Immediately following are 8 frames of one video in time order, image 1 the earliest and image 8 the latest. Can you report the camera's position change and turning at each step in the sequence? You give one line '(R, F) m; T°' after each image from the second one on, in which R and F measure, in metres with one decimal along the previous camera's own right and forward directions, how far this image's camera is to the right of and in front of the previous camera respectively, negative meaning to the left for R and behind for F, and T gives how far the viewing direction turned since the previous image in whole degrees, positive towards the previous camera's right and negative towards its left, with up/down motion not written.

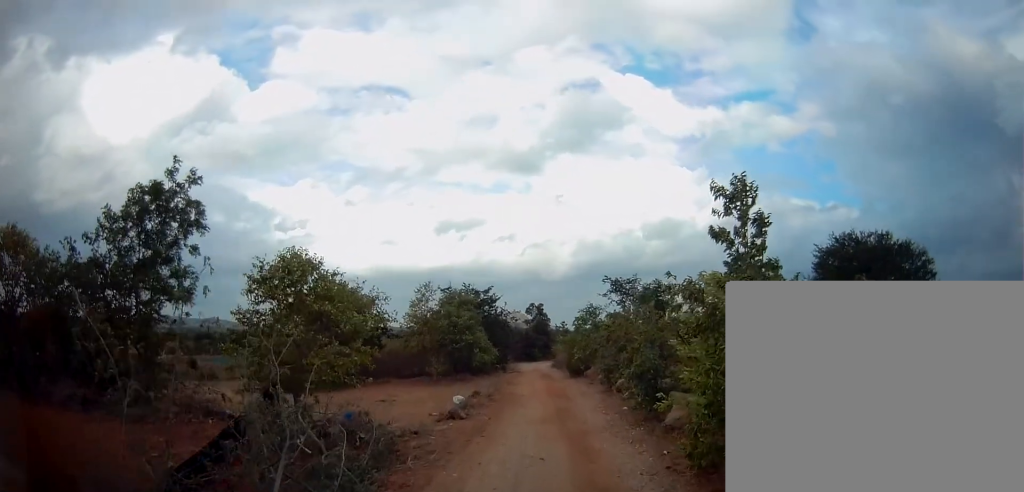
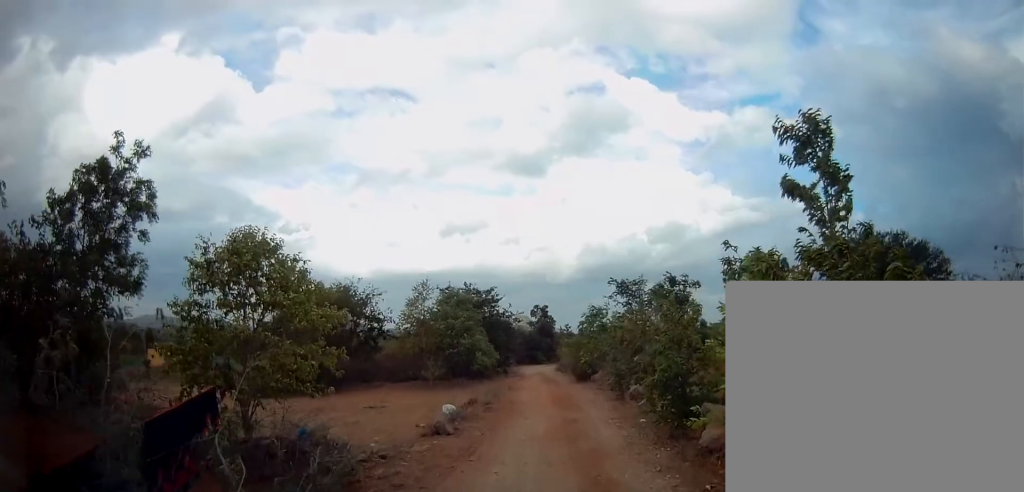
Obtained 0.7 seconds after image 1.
(0.0, +2.0) m; -3°
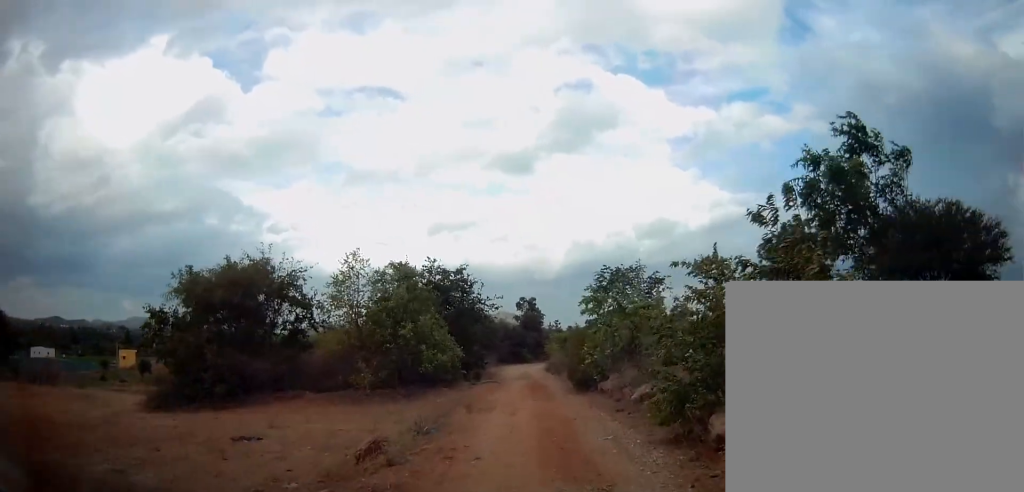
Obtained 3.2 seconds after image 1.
(-0.1, +8.5) m; +3°
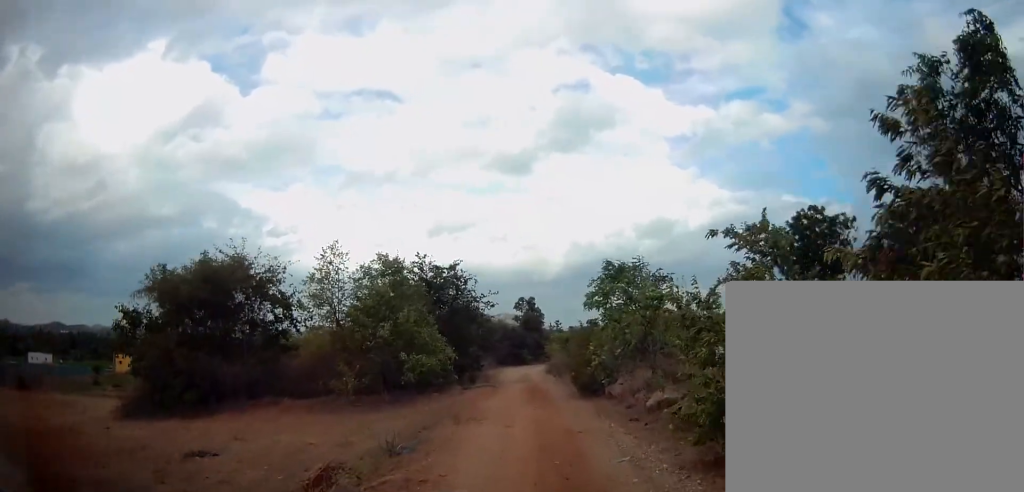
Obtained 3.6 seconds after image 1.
(0.0, +1.8) m; +1°
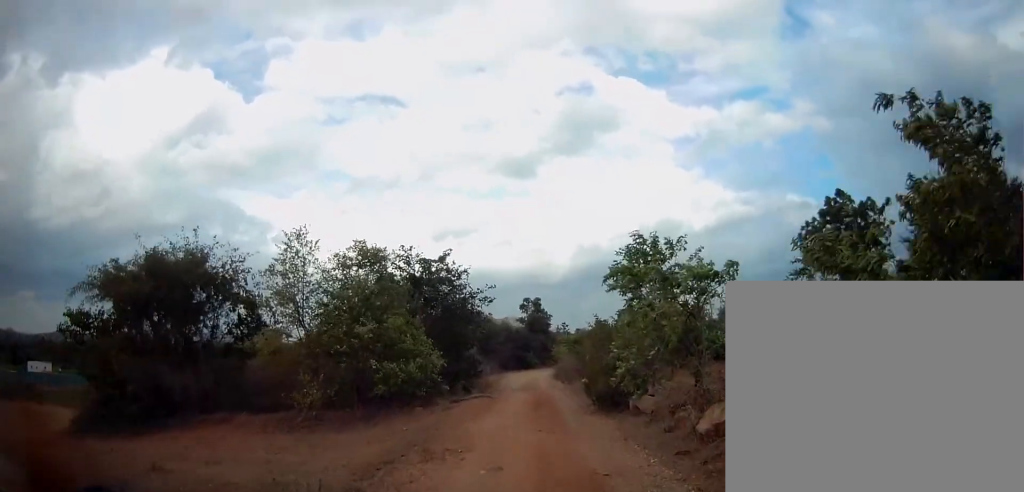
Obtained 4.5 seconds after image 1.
(0.0, +3.2) m; 0°
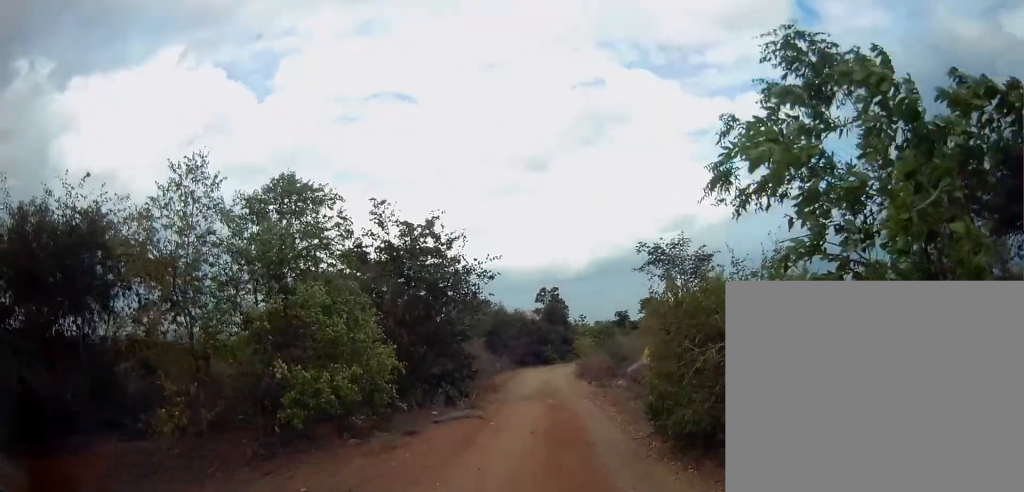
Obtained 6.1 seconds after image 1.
(-0.1, +6.1) m; -2°
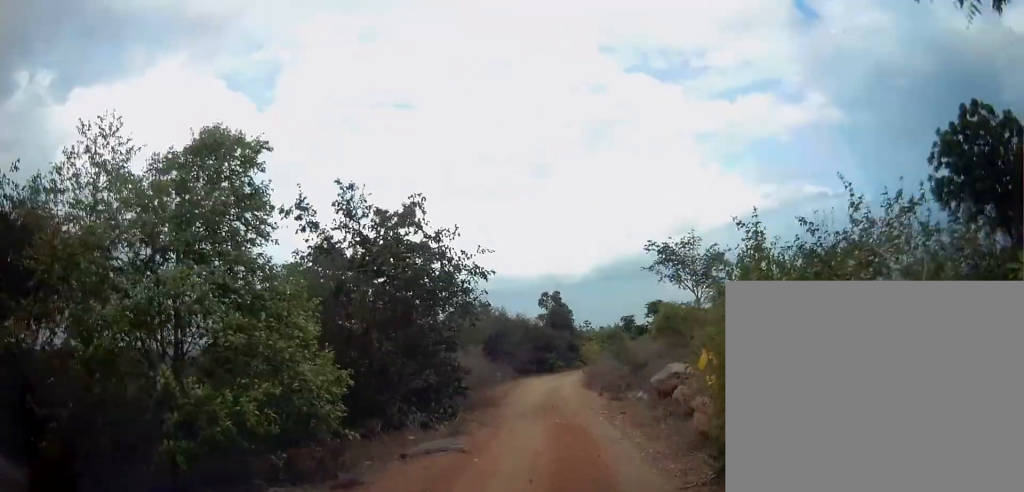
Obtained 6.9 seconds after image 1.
(0.0, +2.8) m; 0°
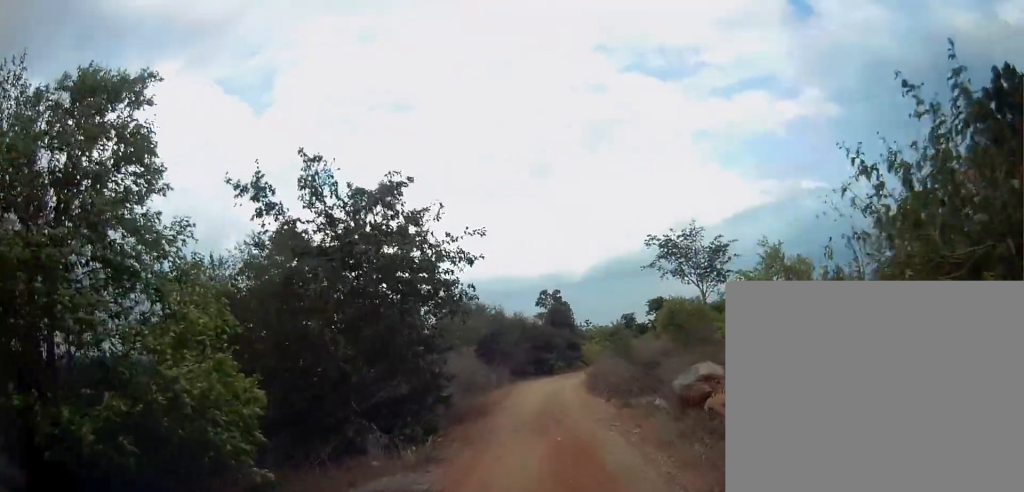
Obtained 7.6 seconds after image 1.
(0.0, +2.2) m; 0°
